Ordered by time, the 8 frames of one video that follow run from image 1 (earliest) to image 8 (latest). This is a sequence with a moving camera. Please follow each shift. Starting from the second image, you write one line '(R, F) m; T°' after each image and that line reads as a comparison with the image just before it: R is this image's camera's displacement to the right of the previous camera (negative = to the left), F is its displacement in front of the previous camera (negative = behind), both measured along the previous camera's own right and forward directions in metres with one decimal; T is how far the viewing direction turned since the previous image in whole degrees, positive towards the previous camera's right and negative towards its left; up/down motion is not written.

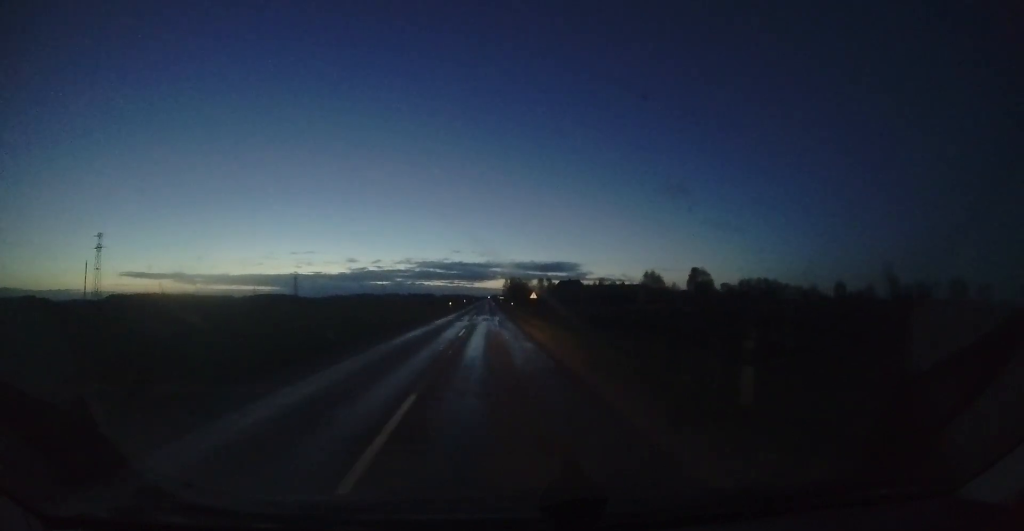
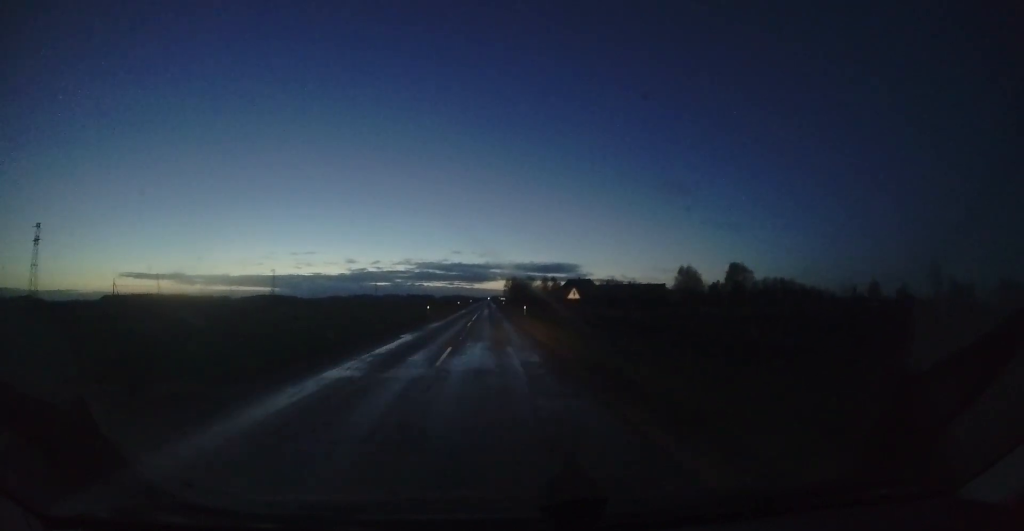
(-0.4, +19.8) m; -1°
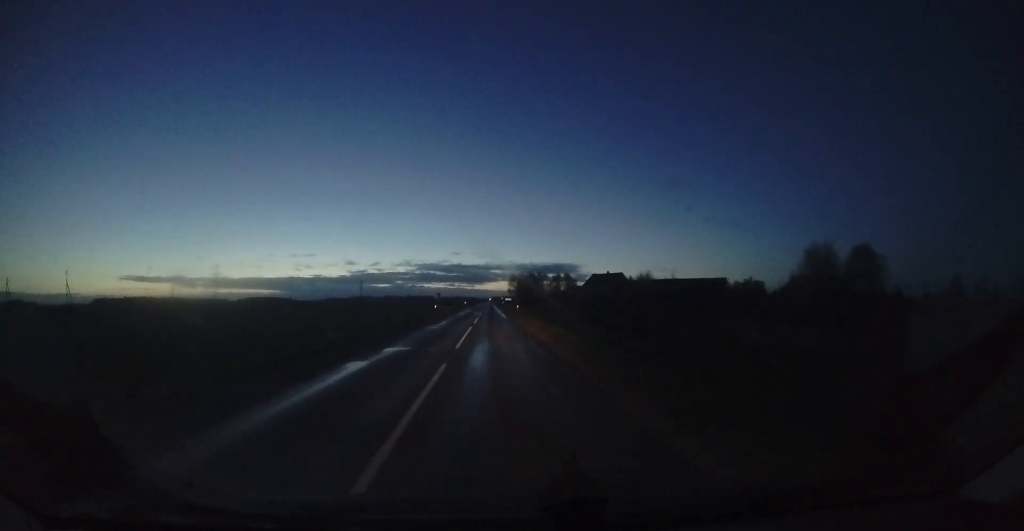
(0.0, +38.2) m; 0°
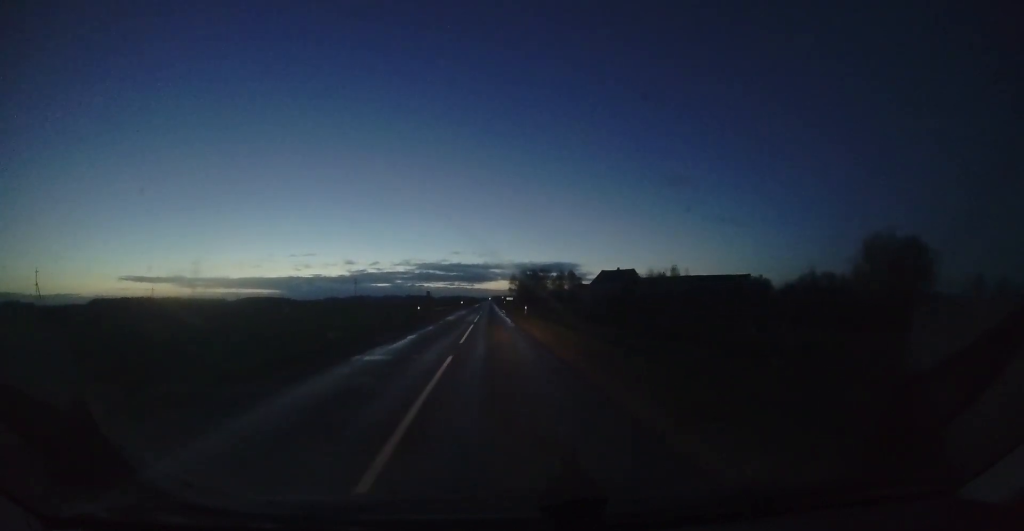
(+0.1, +10.6) m; 0°
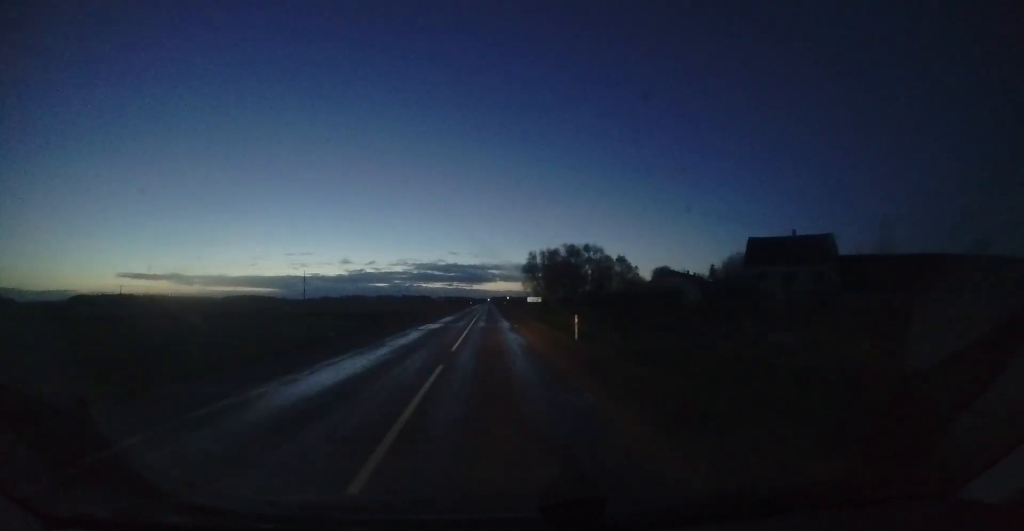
(0.0, +72.0) m; 0°
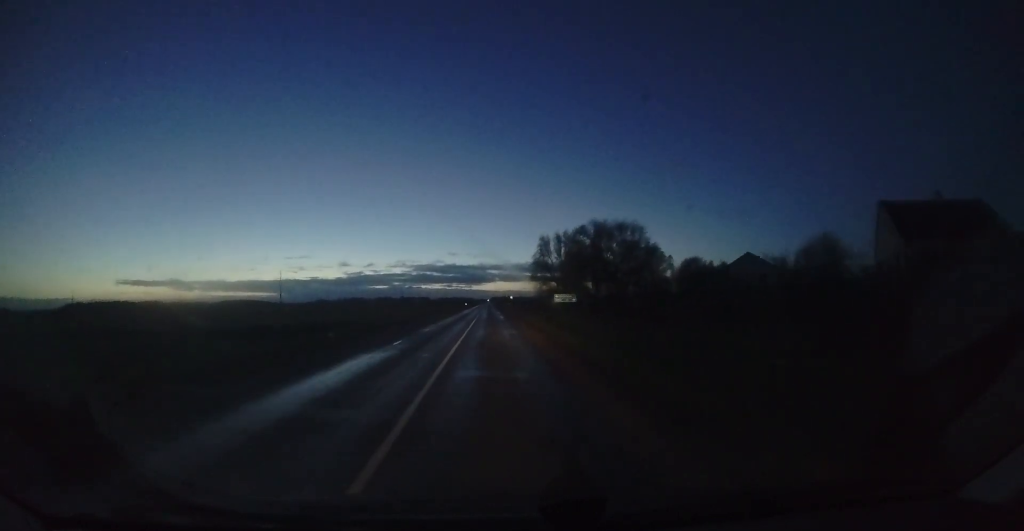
(-0.1, +22.2) m; 0°
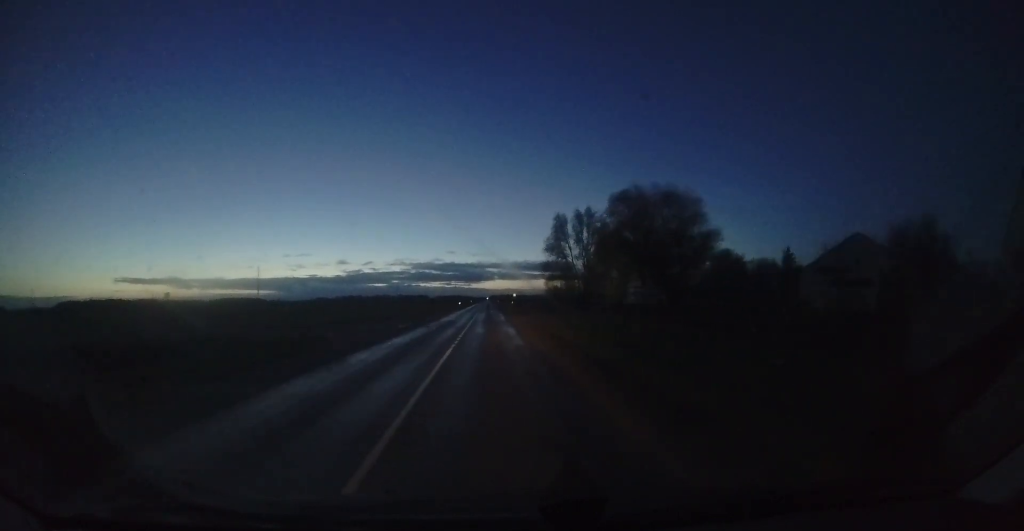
(0.0, +16.9) m; +1°
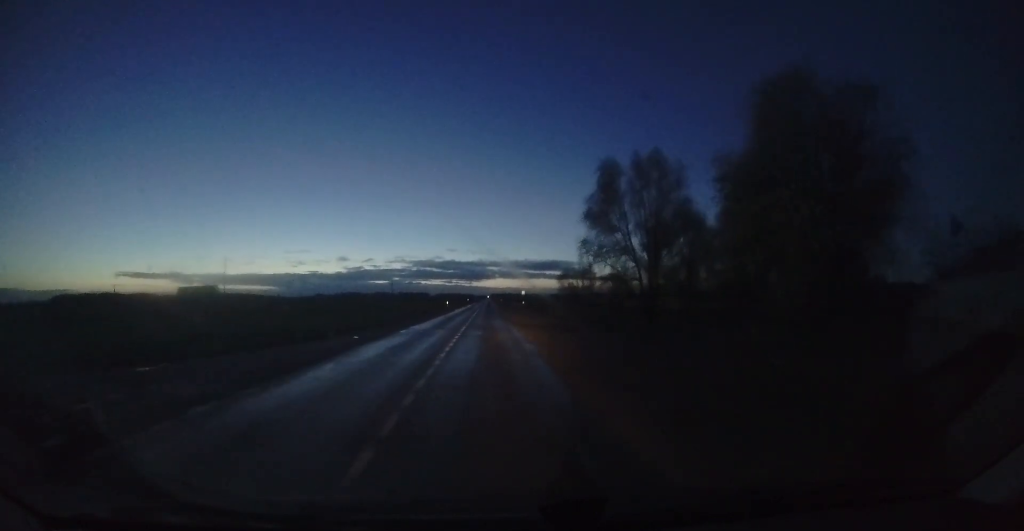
(+0.2, +22.3) m; 0°
